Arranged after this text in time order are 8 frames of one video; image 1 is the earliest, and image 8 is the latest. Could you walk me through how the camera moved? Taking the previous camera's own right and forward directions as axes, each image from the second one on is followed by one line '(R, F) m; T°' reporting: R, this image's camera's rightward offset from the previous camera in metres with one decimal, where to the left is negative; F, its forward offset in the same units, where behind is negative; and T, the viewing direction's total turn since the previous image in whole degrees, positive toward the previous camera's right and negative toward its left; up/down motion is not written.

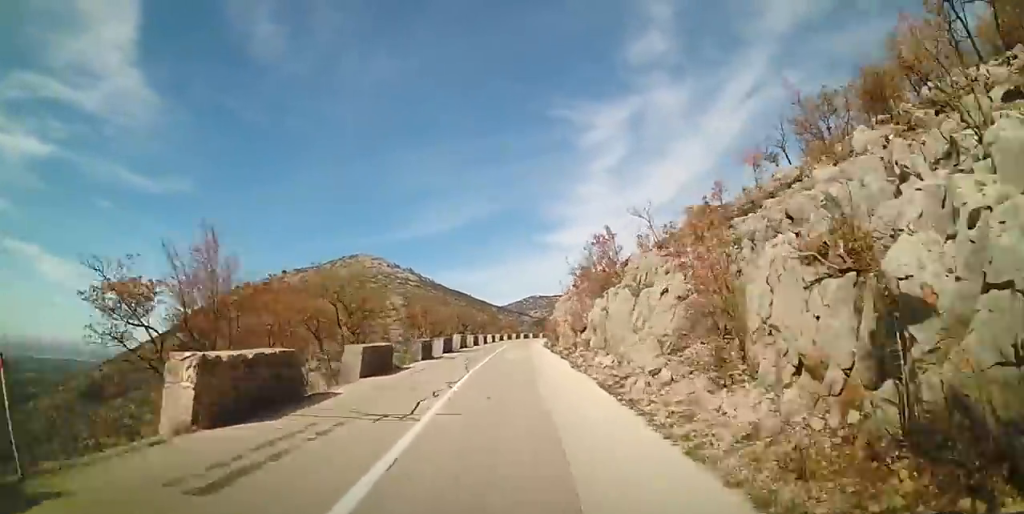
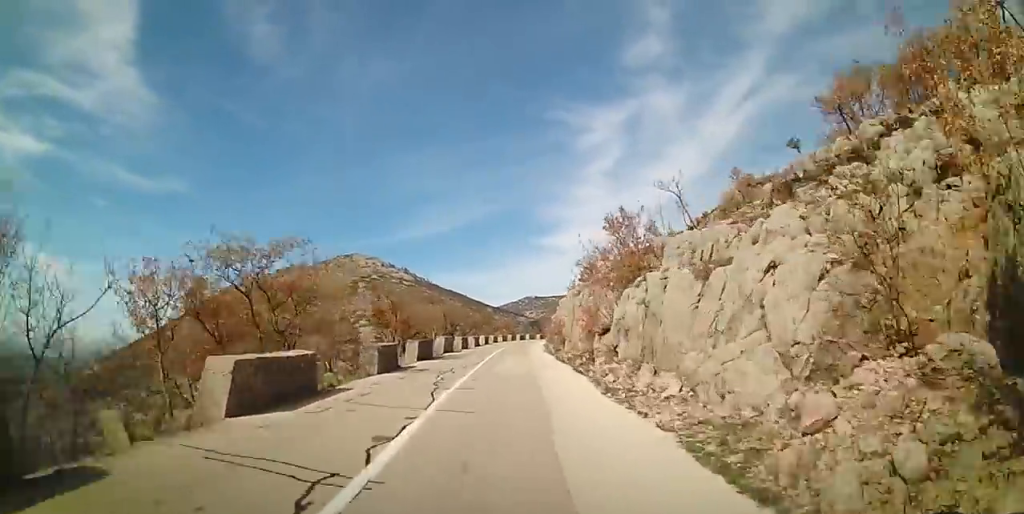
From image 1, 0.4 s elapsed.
(0.0, +6.4) m; 0°
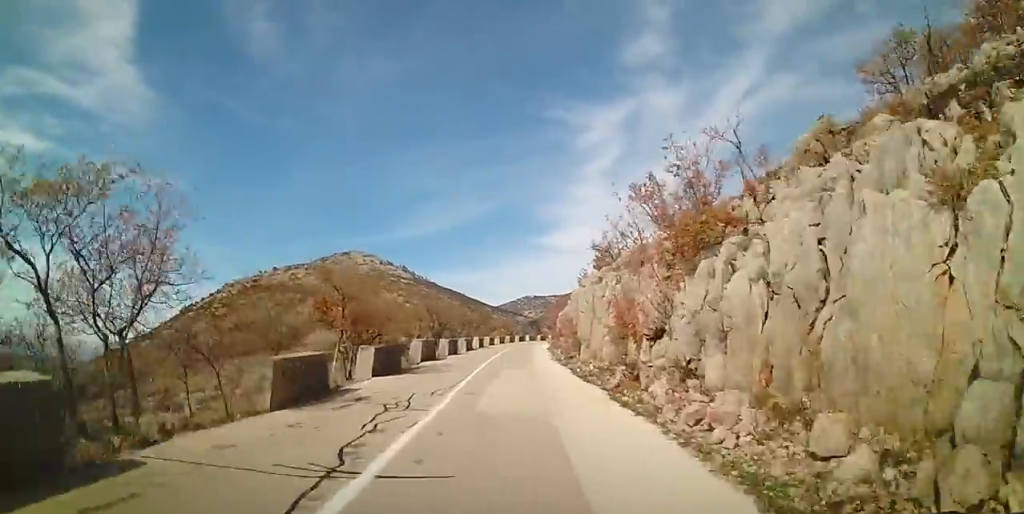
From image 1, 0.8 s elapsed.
(0.0, +6.8) m; 0°
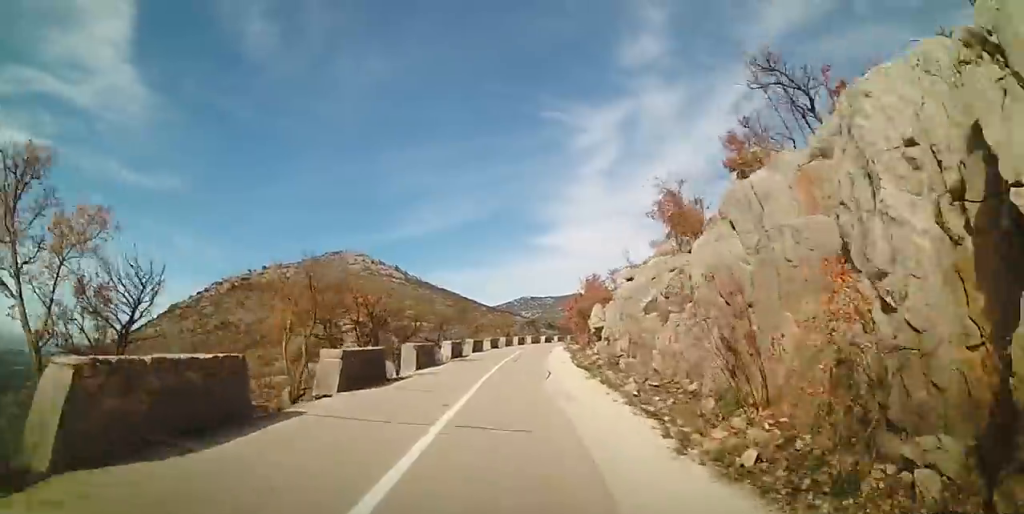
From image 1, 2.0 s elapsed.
(0.0, +18.4) m; +2°
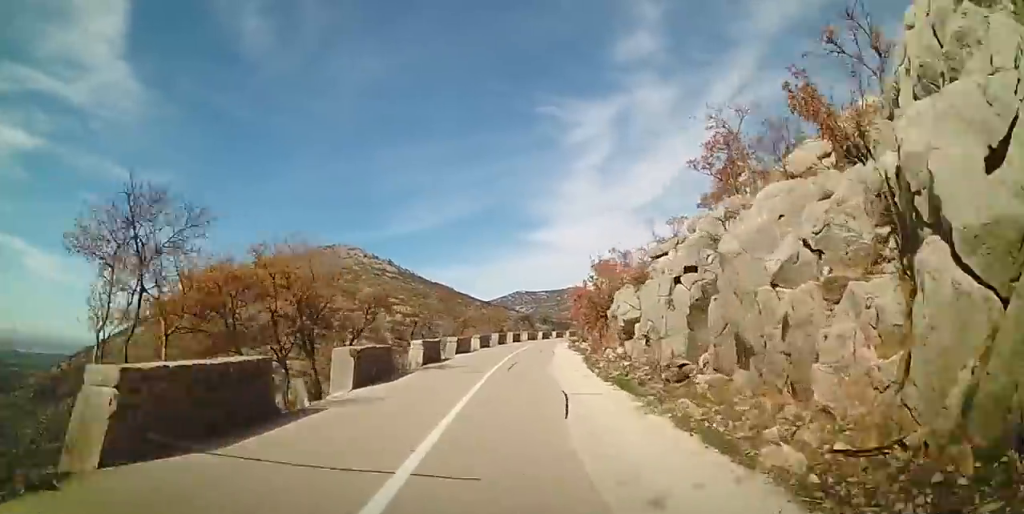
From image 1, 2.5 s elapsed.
(-0.2, +6.6) m; +2°
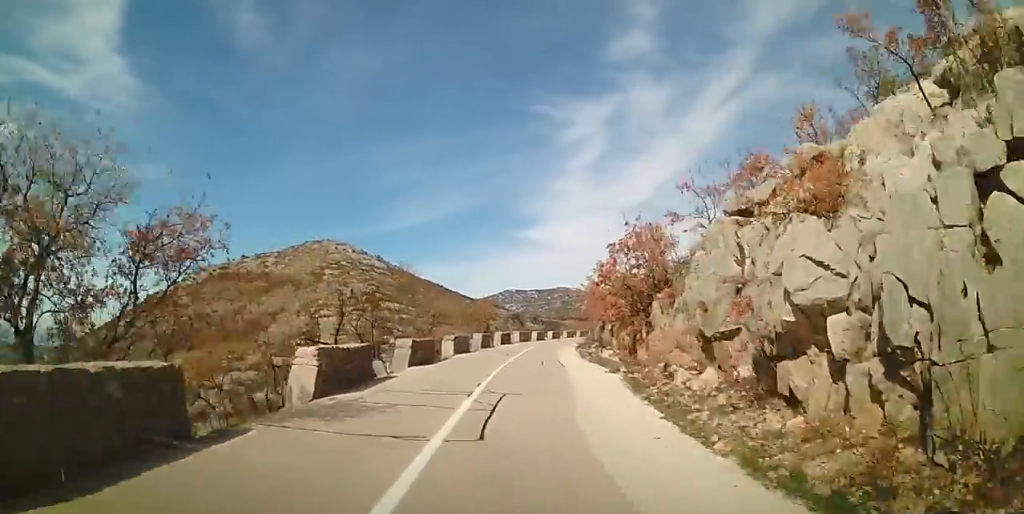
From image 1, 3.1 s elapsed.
(+0.4, +9.5) m; +3°
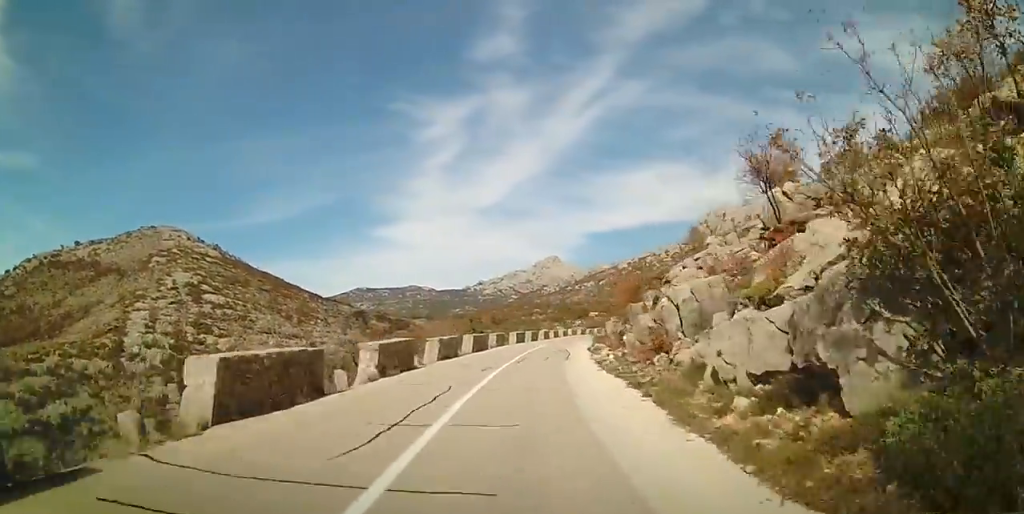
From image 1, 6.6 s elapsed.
(+2.2, +50.4) m; +8°
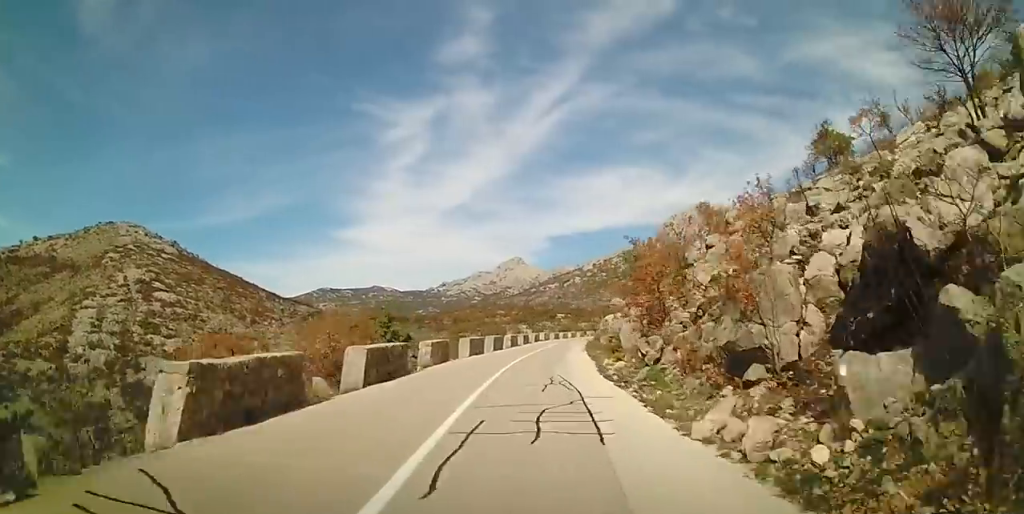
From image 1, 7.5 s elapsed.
(+1.3, +13.9) m; +6°
